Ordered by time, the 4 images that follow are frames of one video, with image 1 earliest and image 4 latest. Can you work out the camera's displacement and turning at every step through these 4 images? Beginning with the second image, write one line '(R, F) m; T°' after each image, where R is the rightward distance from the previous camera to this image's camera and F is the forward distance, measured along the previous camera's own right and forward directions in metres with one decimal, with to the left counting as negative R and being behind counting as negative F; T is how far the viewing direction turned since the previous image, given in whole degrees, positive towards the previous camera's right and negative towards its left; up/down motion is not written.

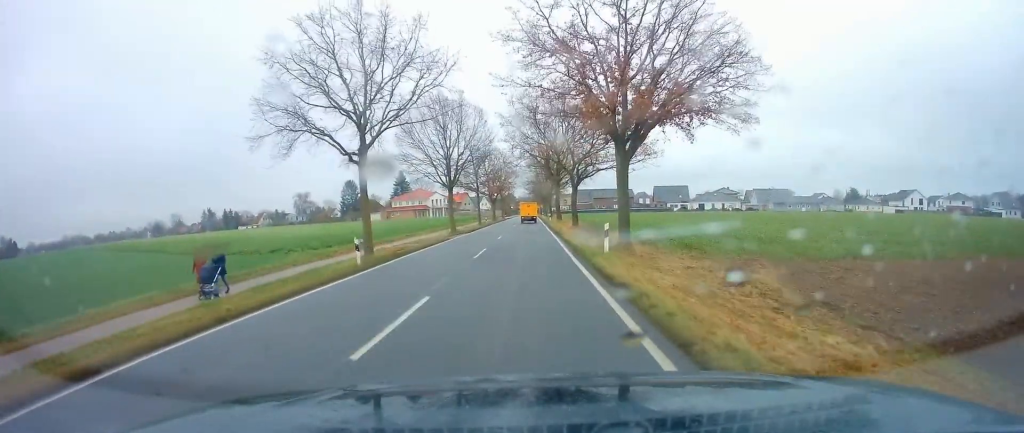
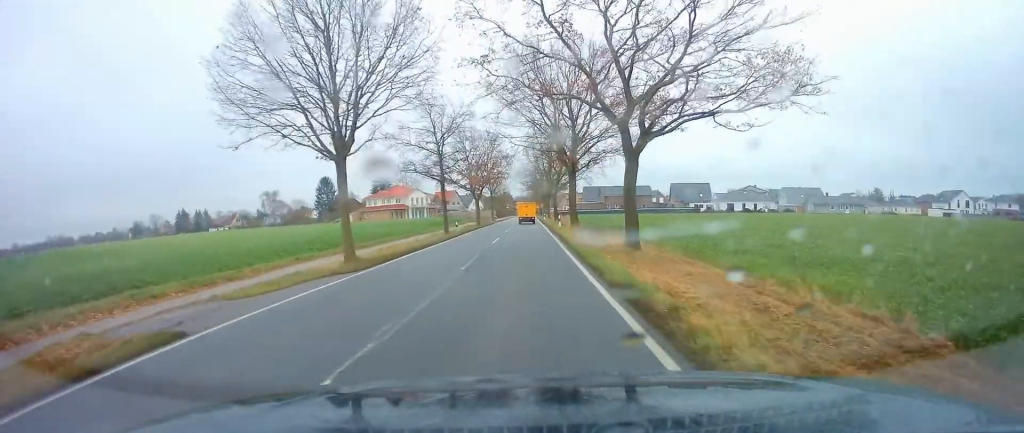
(-0.1, +26.7) m; +1°
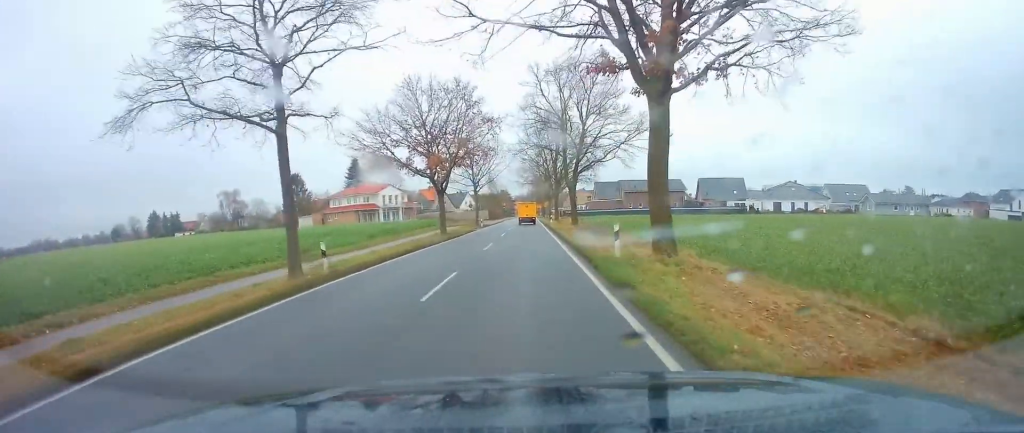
(+0.2, +28.8) m; 0°
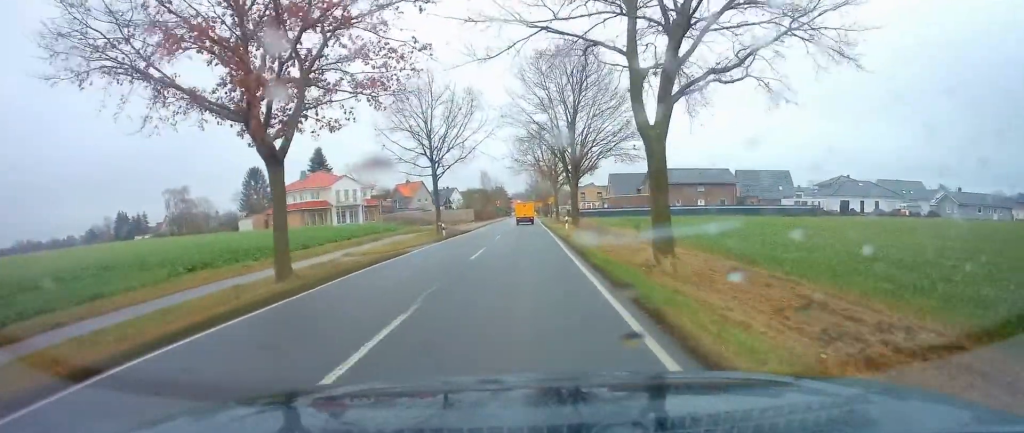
(+0.1, +27.8) m; 0°
